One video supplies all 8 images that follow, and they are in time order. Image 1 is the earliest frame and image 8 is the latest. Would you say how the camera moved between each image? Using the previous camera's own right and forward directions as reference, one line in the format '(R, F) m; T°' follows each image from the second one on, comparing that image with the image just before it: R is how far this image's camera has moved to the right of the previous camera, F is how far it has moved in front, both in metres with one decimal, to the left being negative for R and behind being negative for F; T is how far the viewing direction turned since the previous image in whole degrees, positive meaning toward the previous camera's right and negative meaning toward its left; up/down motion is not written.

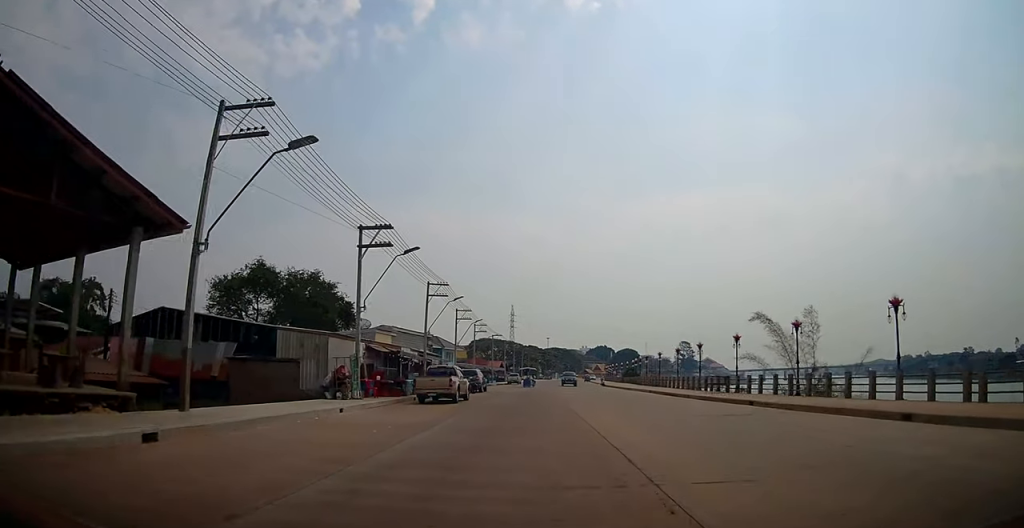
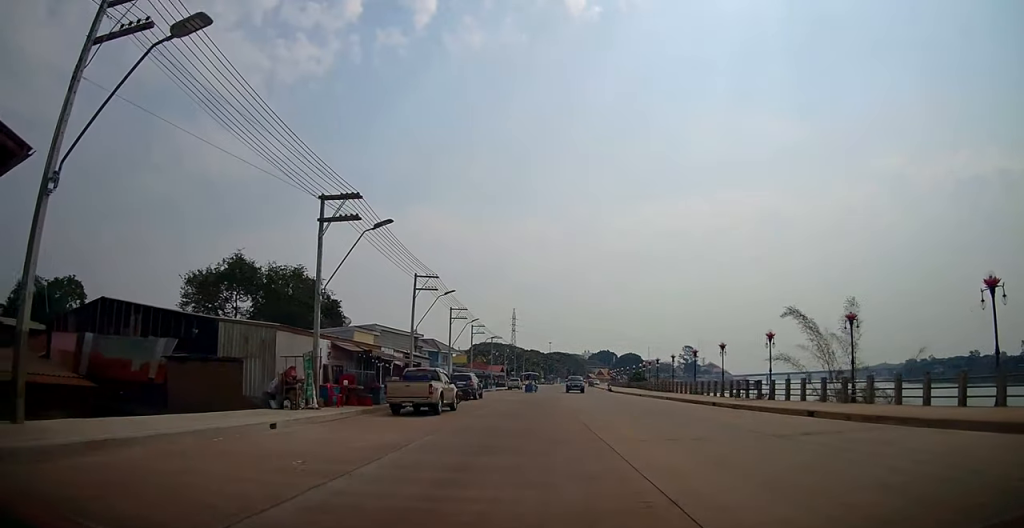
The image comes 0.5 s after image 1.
(0.0, +5.0) m; 0°
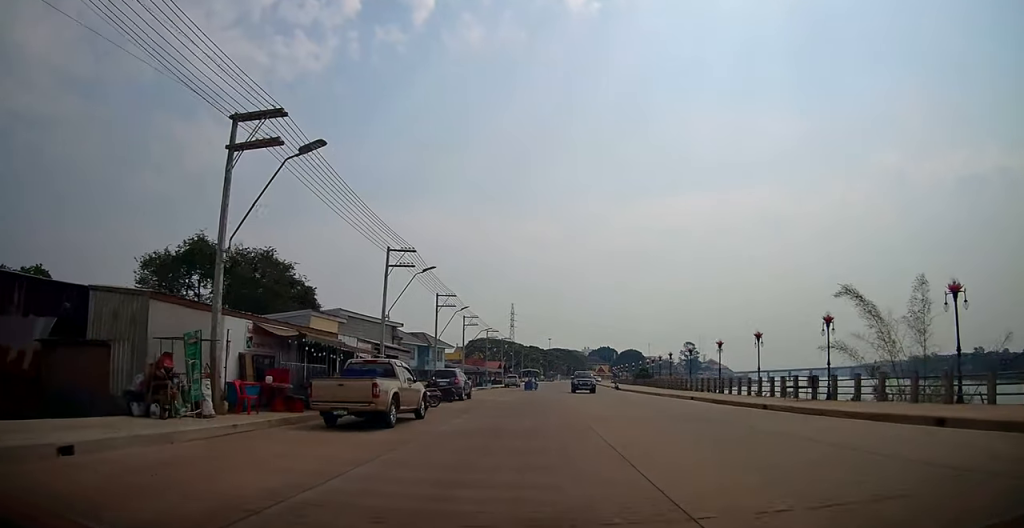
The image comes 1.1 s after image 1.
(0.0, +6.6) m; 0°
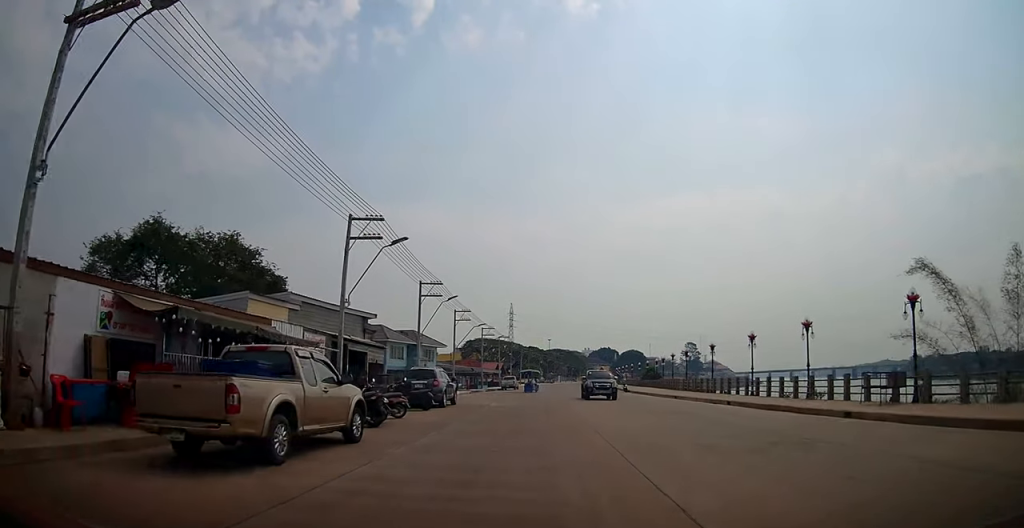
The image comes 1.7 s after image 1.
(0.0, +6.3) m; 0°
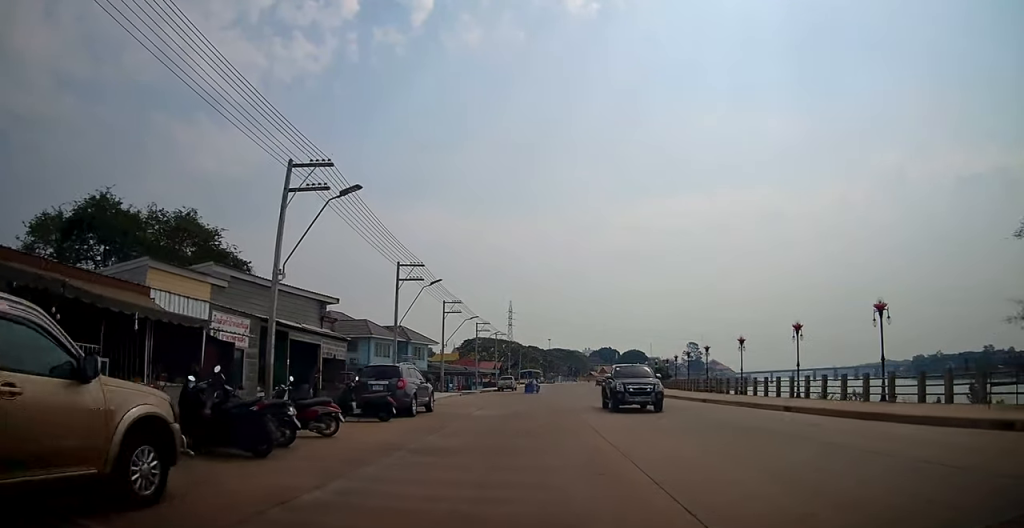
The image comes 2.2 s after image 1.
(0.0, +6.3) m; 0°
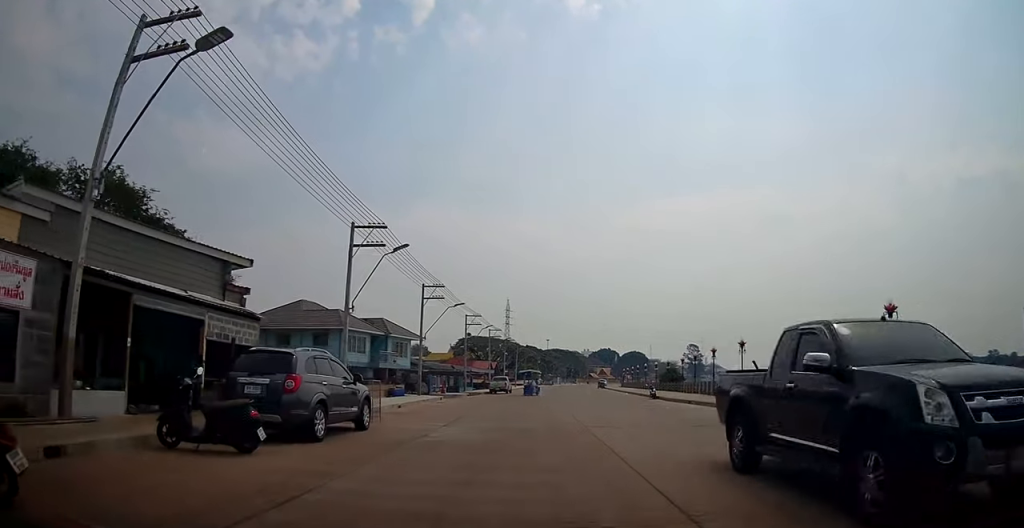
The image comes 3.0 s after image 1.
(0.0, +8.3) m; -1°
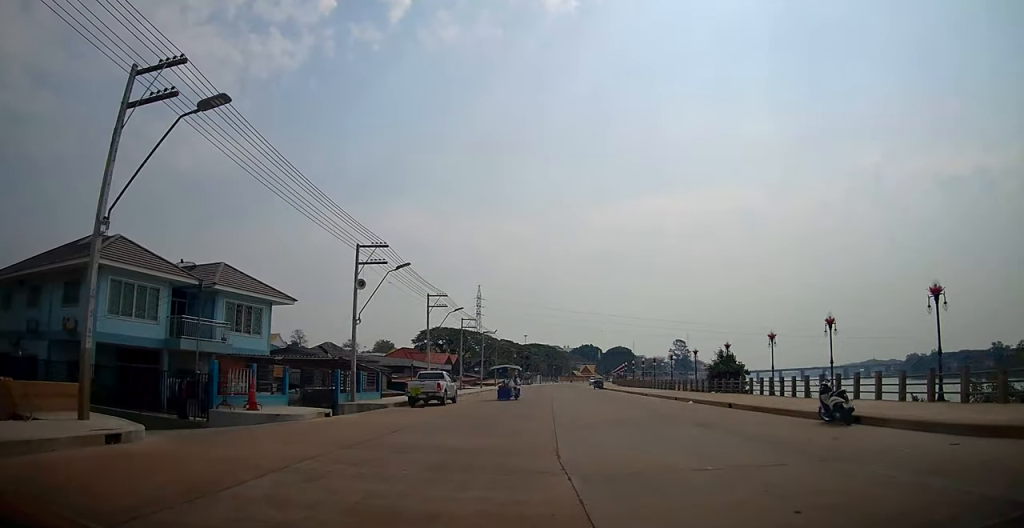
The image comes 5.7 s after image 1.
(+0.2, +28.4) m; +2°
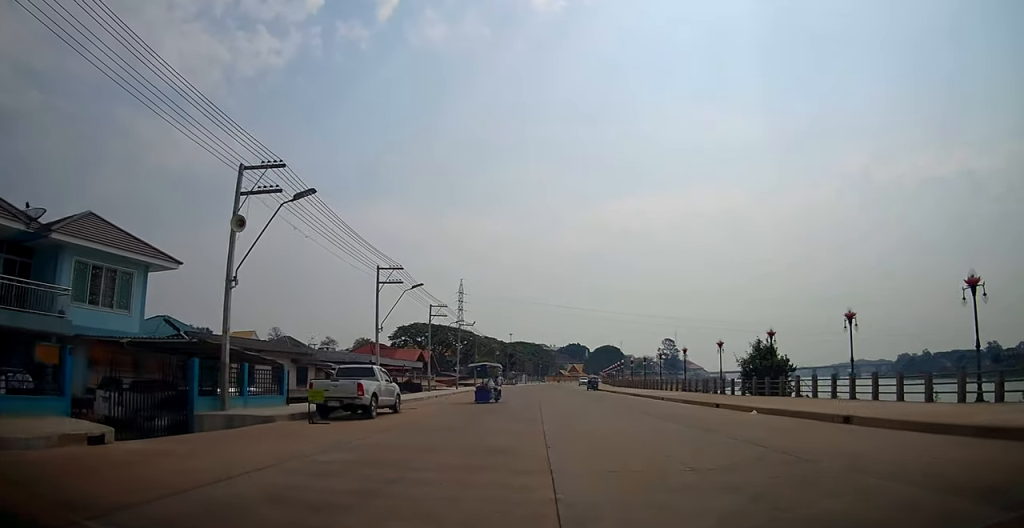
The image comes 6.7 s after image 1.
(-0.1, +10.5) m; +1°
